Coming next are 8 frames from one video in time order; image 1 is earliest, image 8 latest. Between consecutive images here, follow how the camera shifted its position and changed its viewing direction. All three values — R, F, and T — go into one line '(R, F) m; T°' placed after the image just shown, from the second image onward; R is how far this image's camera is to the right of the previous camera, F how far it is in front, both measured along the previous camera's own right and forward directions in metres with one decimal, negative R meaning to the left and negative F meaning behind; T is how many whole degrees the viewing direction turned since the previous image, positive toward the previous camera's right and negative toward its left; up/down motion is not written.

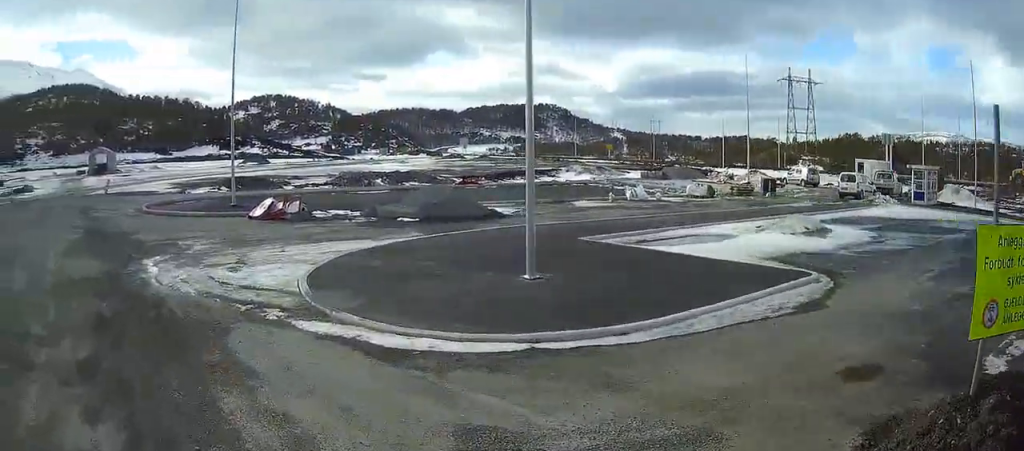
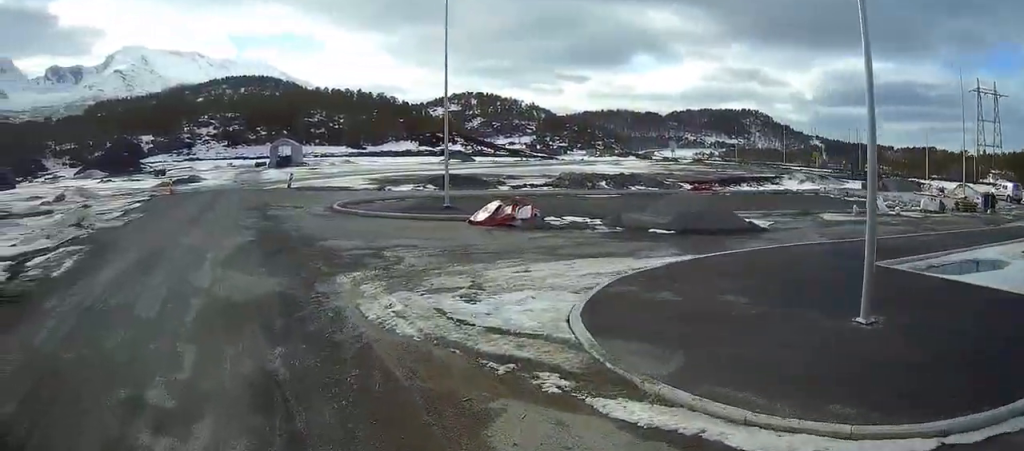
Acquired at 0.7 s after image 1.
(-0.9, +3.1) m; -22°
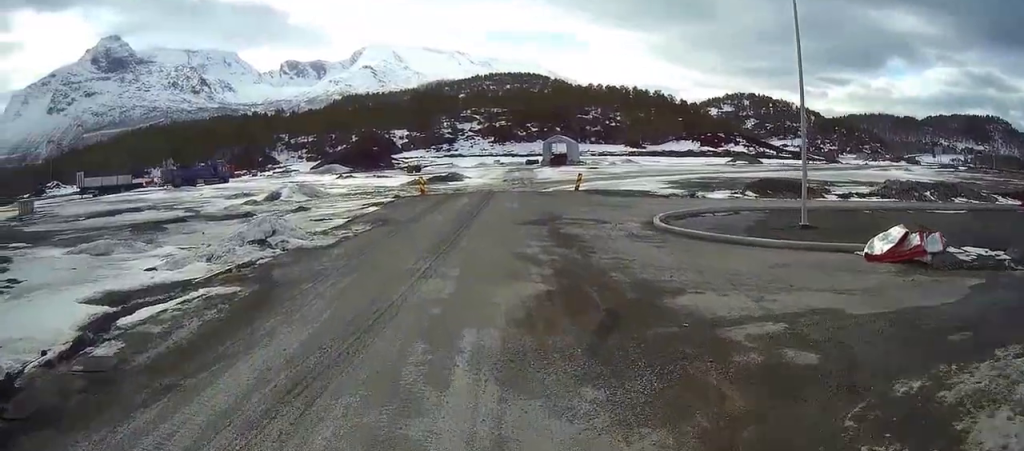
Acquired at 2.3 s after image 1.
(-2.2, +6.5) m; -30°
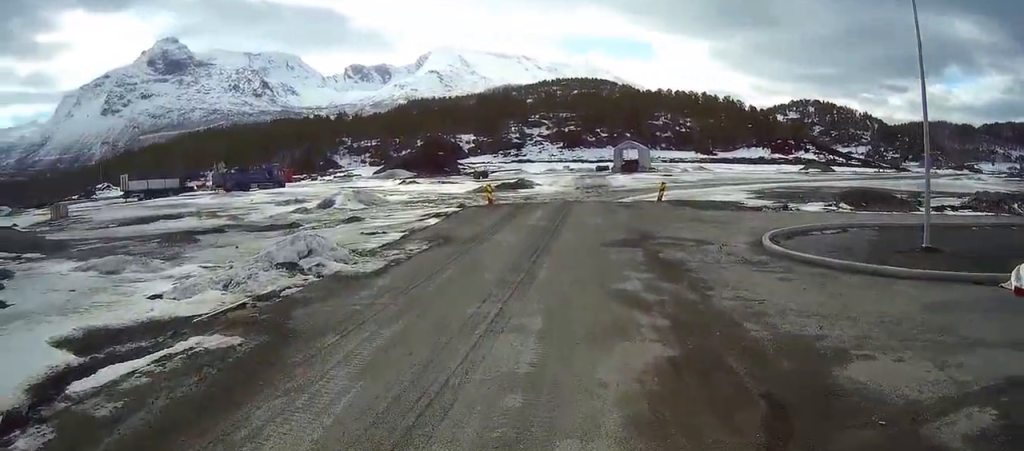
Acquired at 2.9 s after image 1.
(-0.2, +3.0) m; -6°
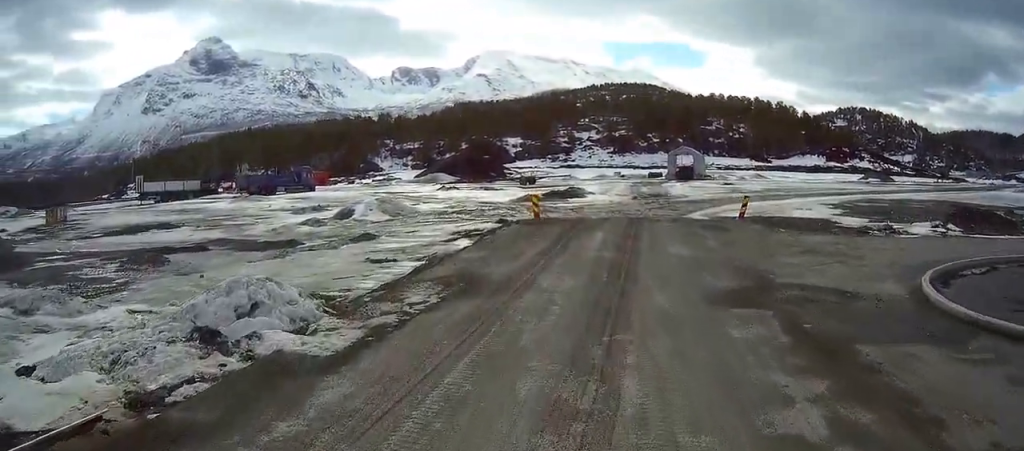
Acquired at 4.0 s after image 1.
(-0.5, +5.4) m; -3°
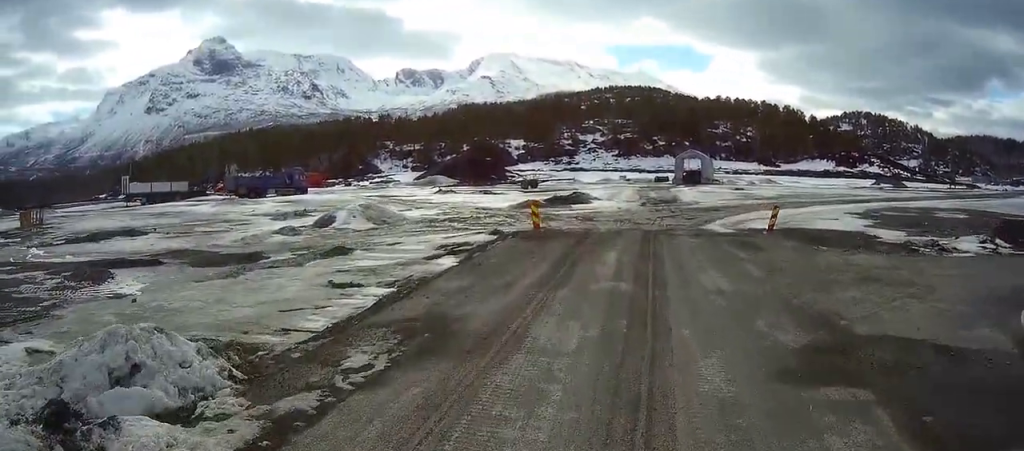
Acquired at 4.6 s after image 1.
(+0.1, +3.2) m; +1°
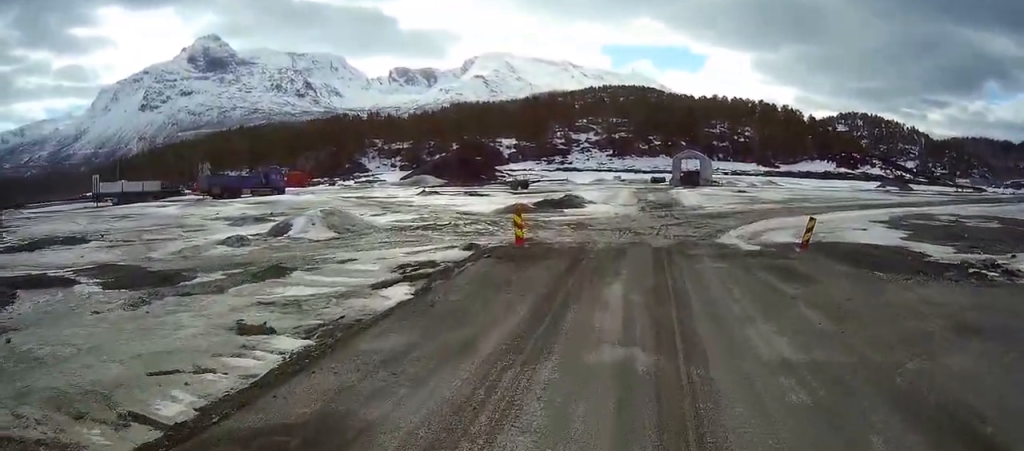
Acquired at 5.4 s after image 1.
(+0.1, +4.0) m; +2°
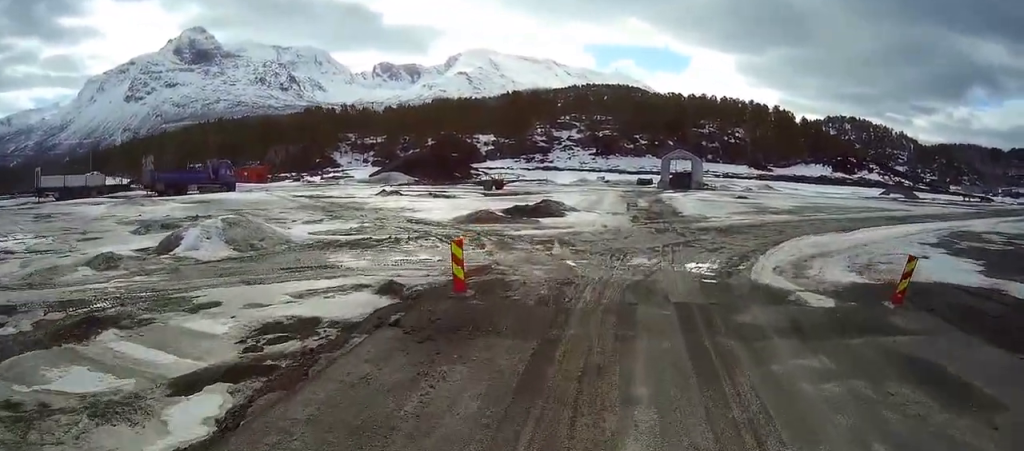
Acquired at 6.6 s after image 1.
(+0.1, +7.1) m; +2°
